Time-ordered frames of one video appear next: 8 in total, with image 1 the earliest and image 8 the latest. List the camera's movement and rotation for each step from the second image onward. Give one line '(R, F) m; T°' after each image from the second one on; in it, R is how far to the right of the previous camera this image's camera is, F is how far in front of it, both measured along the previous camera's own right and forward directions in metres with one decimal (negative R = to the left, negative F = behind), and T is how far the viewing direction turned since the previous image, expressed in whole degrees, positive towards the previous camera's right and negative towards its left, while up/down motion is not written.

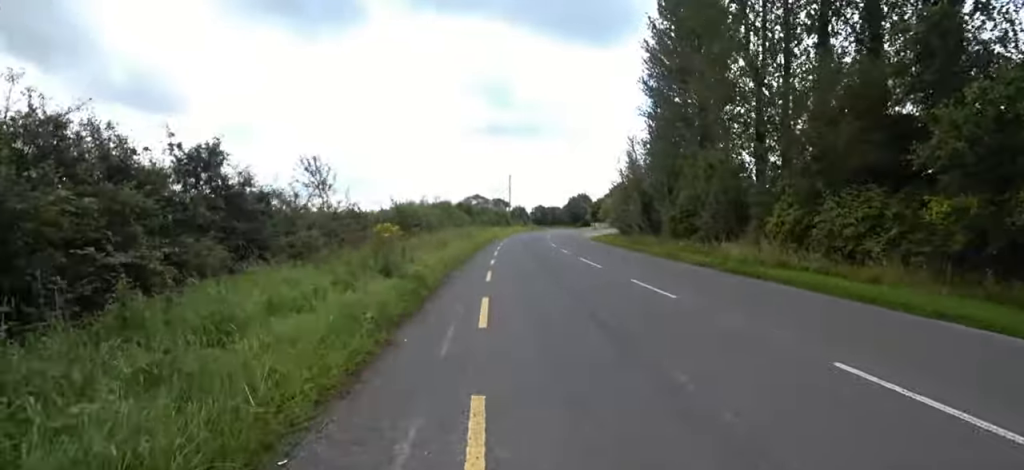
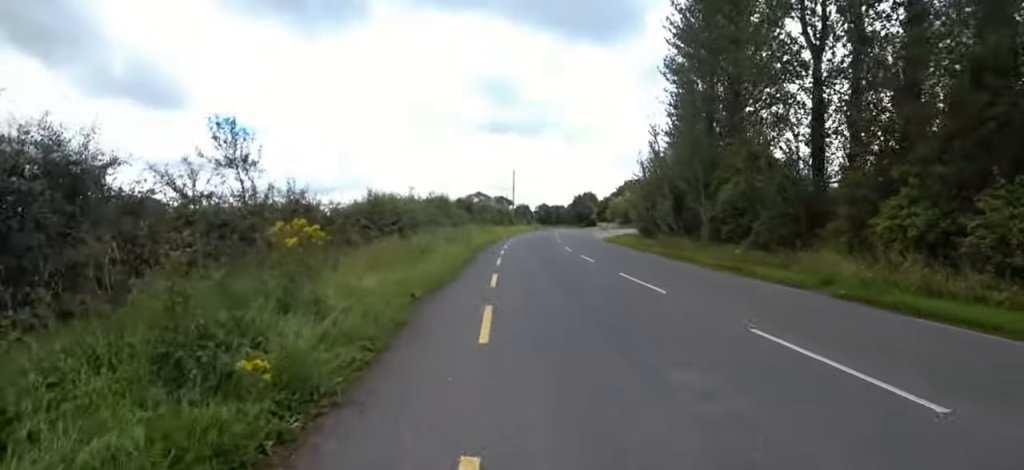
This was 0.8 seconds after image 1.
(+0.6, +5.2) m; 0°
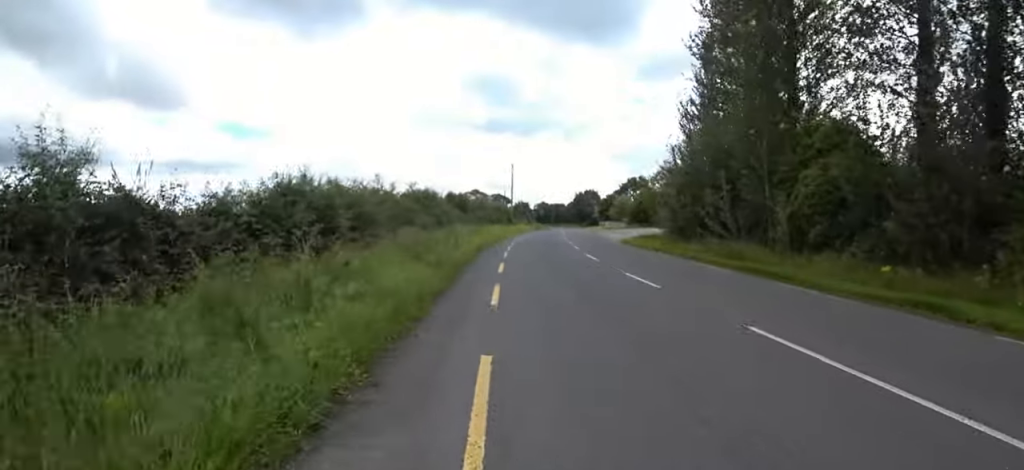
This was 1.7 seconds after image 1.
(-0.4, +6.7) m; -1°
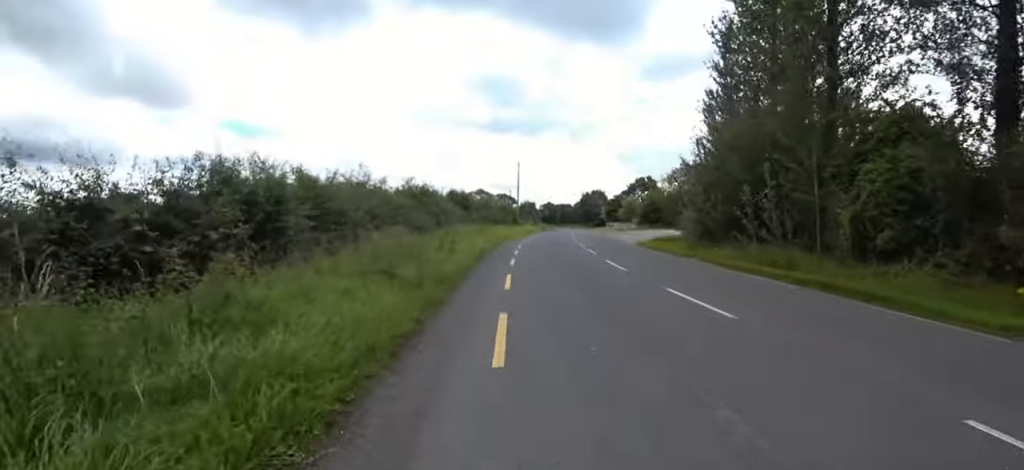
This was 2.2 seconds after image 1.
(-0.2, +2.8) m; 0°
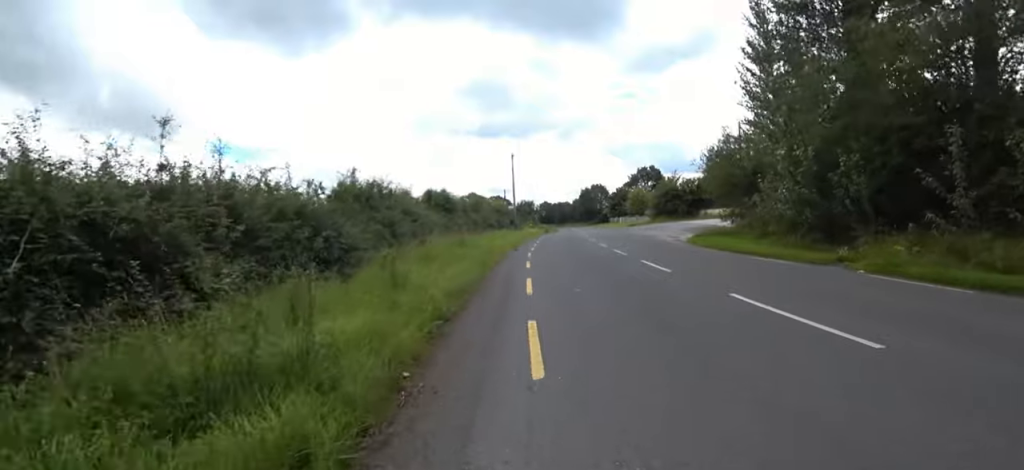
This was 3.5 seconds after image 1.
(+0.3, +8.7) m; 0°
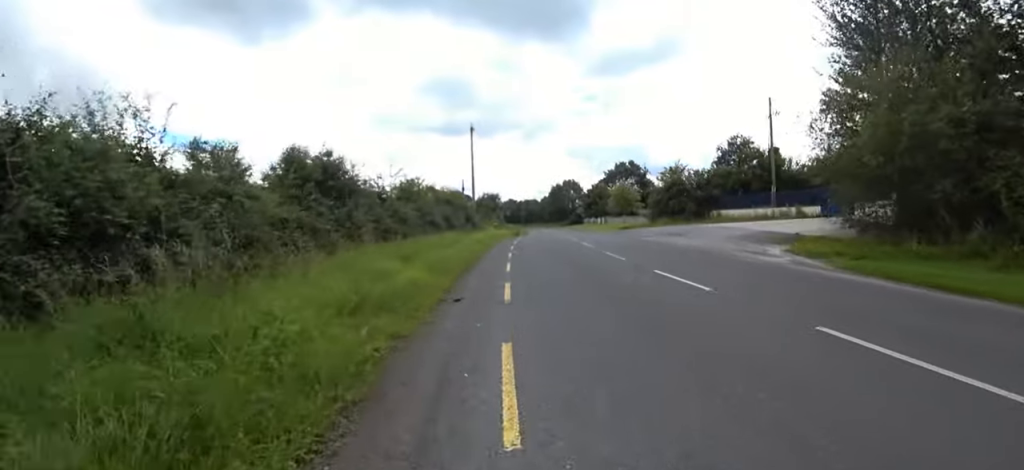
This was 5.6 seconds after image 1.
(+1.1, +14.2) m; +9°
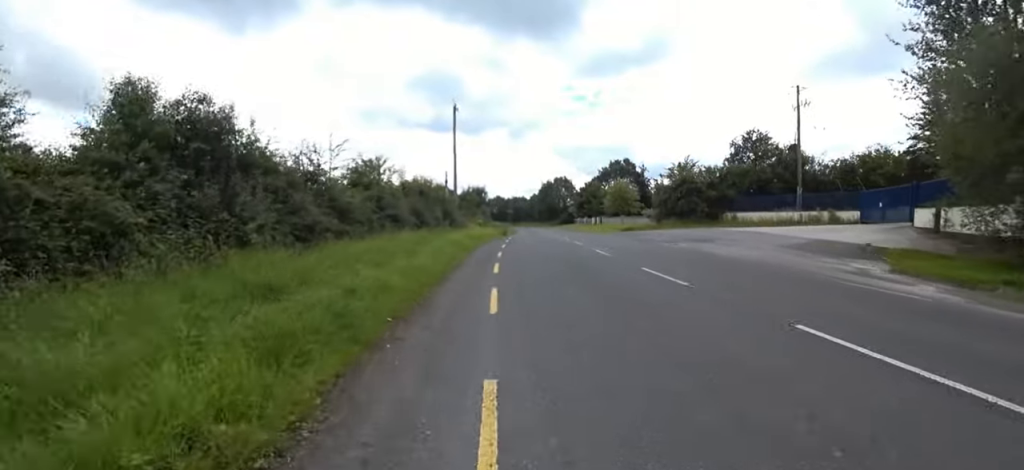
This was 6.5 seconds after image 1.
(0.0, +6.1) m; 0°
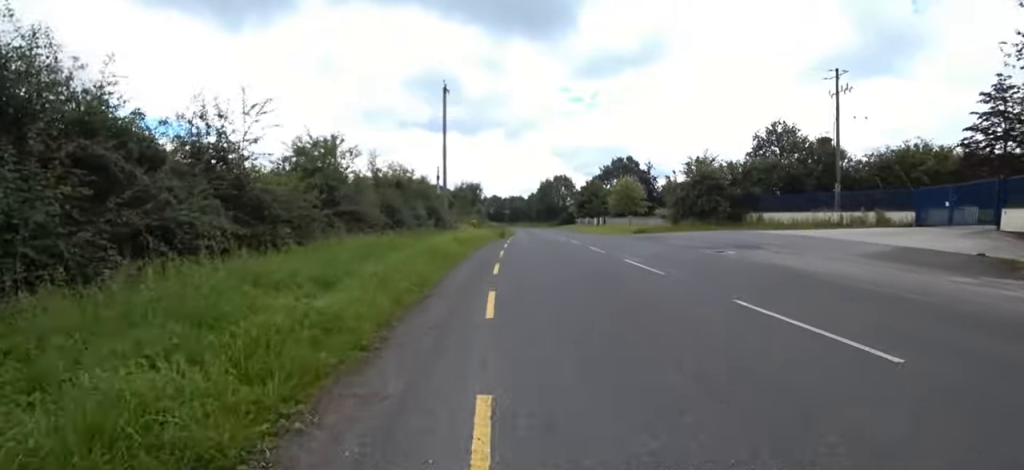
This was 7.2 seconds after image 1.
(0.0, +5.1) m; 0°
